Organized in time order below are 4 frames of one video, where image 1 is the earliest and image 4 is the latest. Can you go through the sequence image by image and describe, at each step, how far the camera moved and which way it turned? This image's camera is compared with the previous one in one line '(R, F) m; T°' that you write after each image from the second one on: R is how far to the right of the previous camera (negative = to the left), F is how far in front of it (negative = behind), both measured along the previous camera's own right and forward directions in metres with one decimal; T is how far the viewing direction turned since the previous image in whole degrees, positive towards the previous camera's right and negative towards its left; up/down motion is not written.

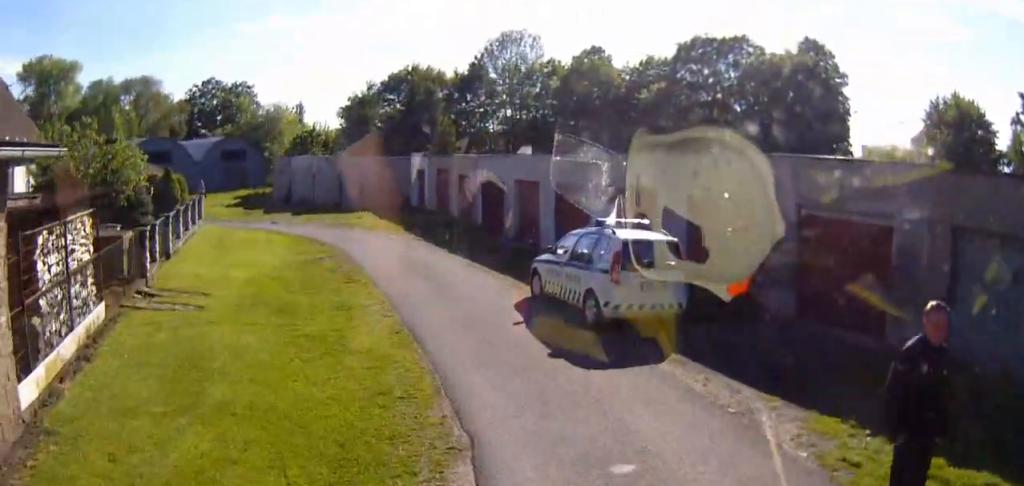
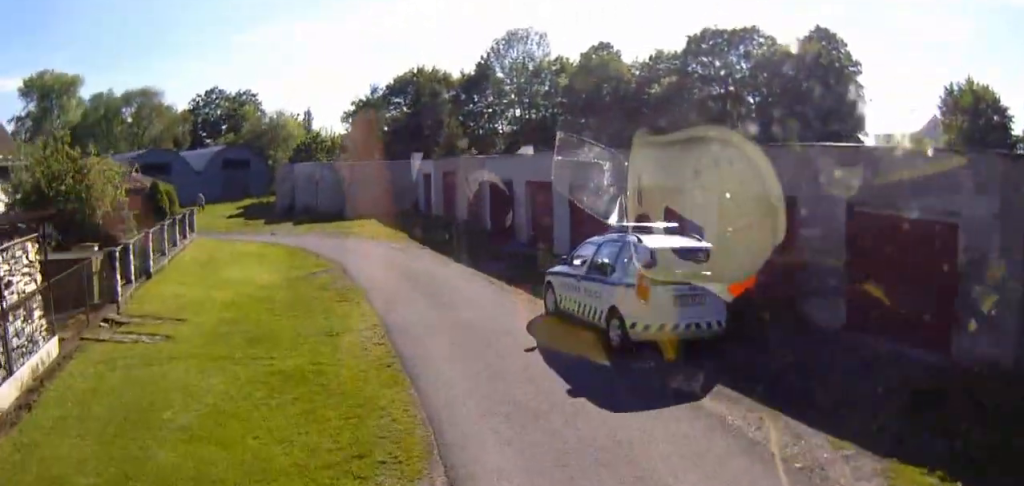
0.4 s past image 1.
(+0.3, +1.7) m; +7°
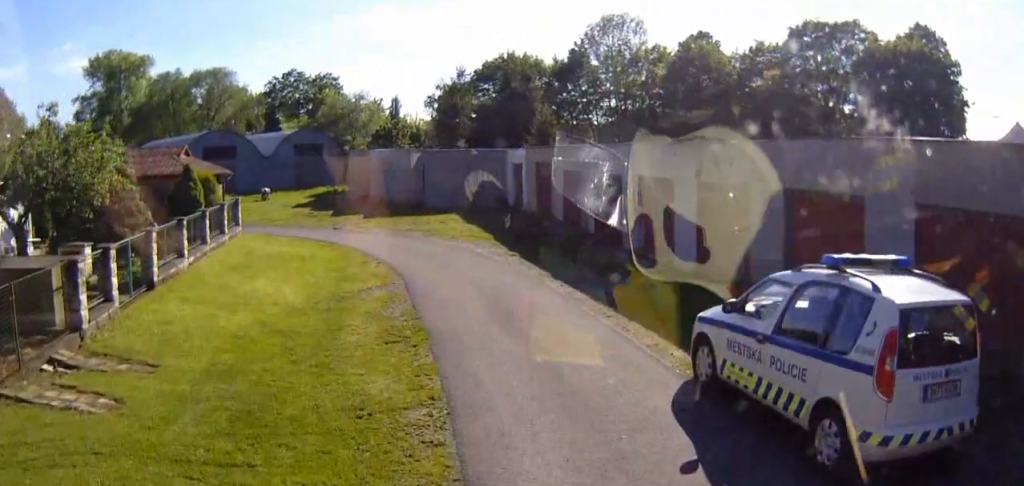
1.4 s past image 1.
(+0.5, +3.7) m; +5°
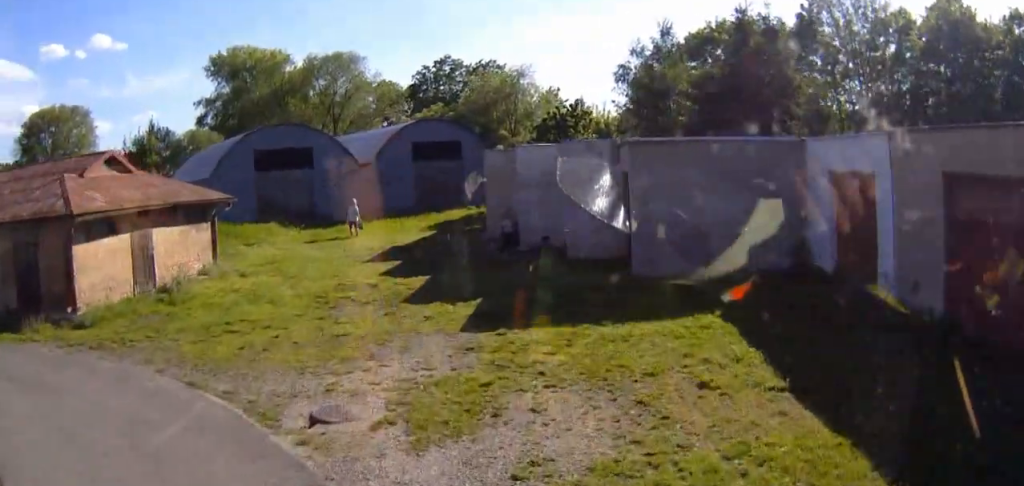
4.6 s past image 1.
(-4.4, +14.9) m; -23°
